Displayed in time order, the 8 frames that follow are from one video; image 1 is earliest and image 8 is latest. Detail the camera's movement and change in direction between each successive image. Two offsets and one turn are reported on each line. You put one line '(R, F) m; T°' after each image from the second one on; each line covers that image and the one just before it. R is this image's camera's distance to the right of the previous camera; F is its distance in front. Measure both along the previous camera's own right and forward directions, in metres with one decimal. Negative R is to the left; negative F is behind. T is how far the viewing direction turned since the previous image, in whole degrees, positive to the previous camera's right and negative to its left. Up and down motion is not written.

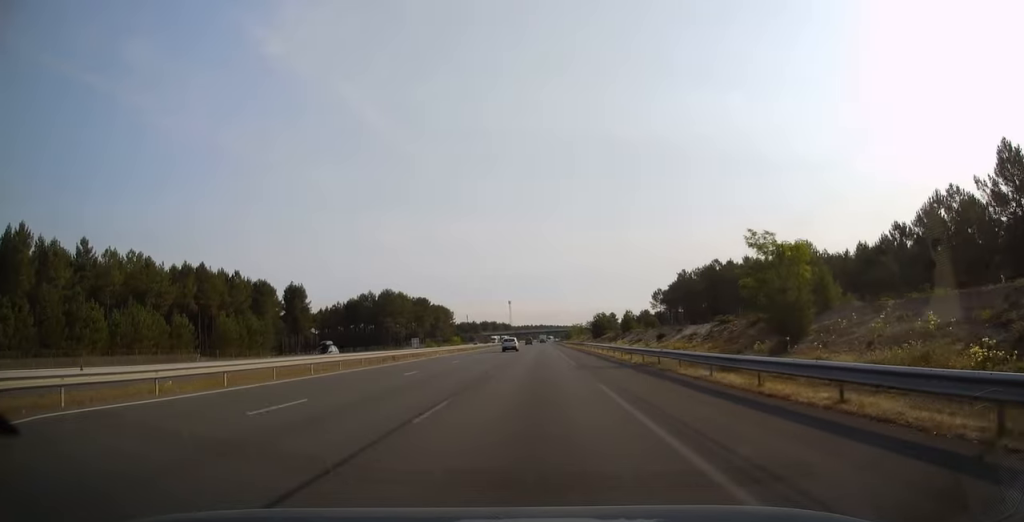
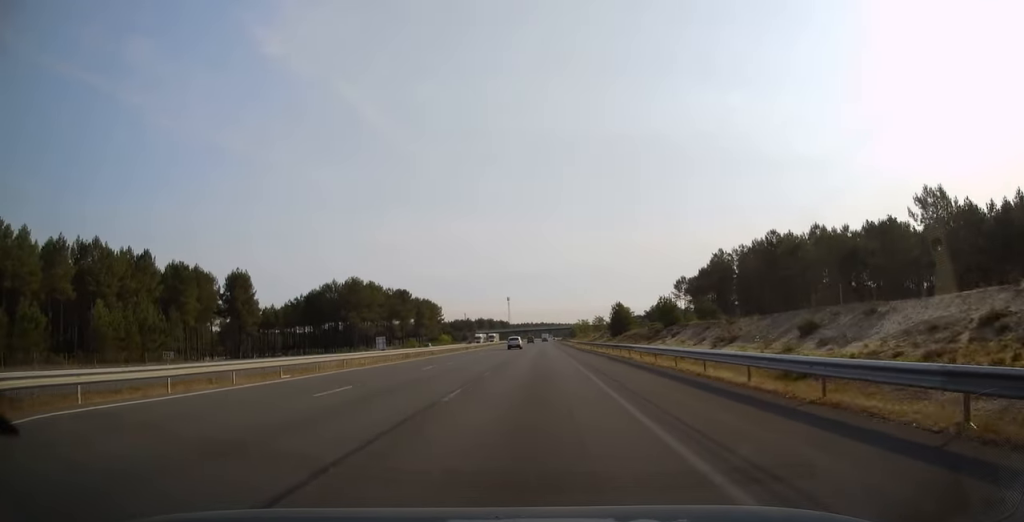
(+0.1, +35.5) m; 0°
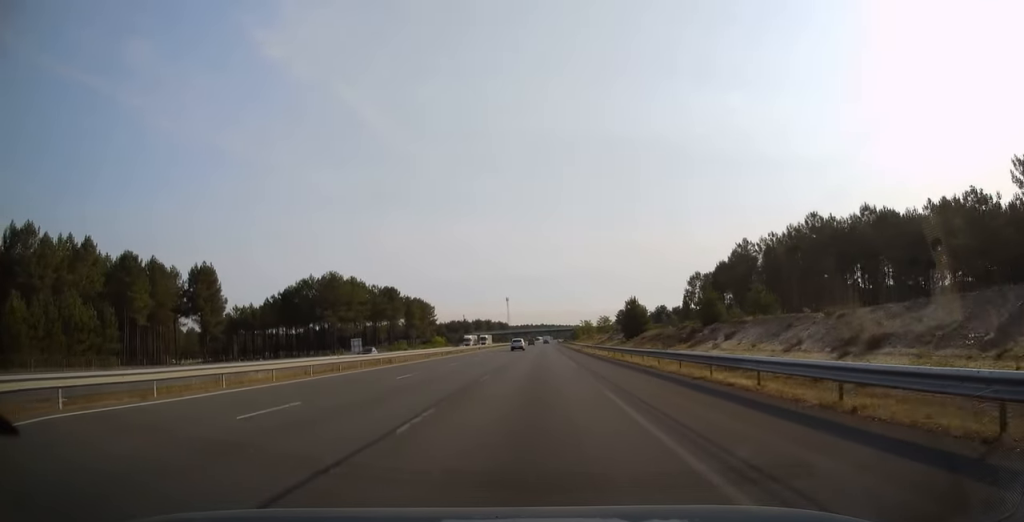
(-0.1, +16.8) m; 0°
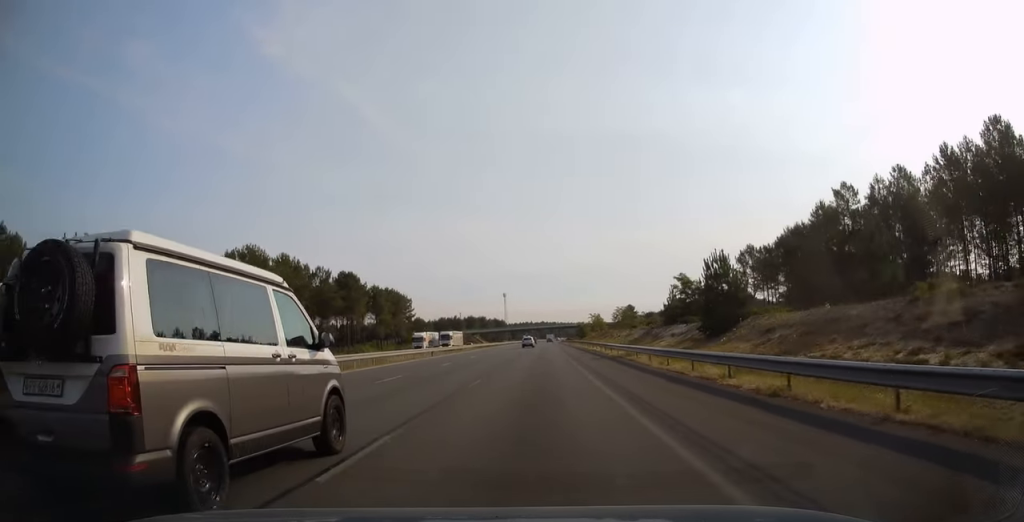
(+0.1, +41.9) m; 0°
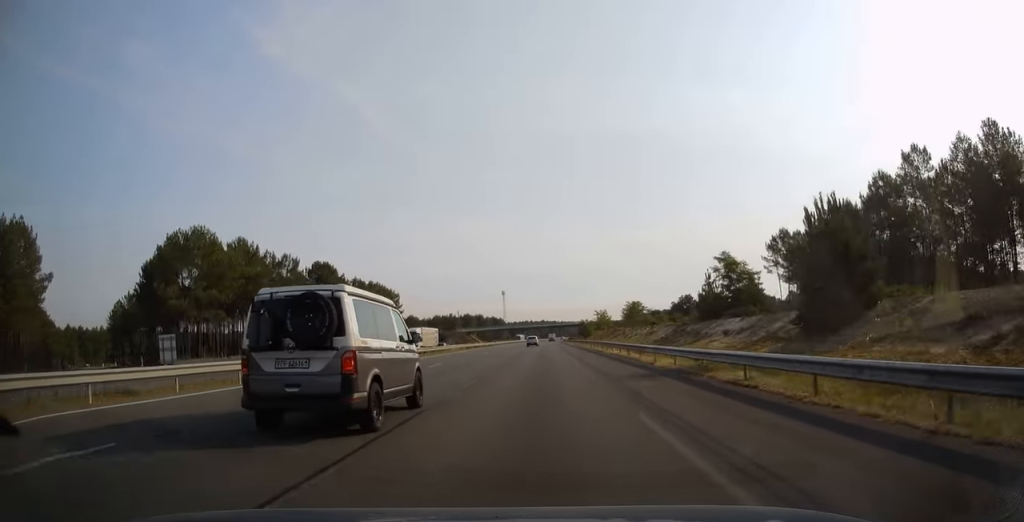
(+0.1, +17.2) m; 0°
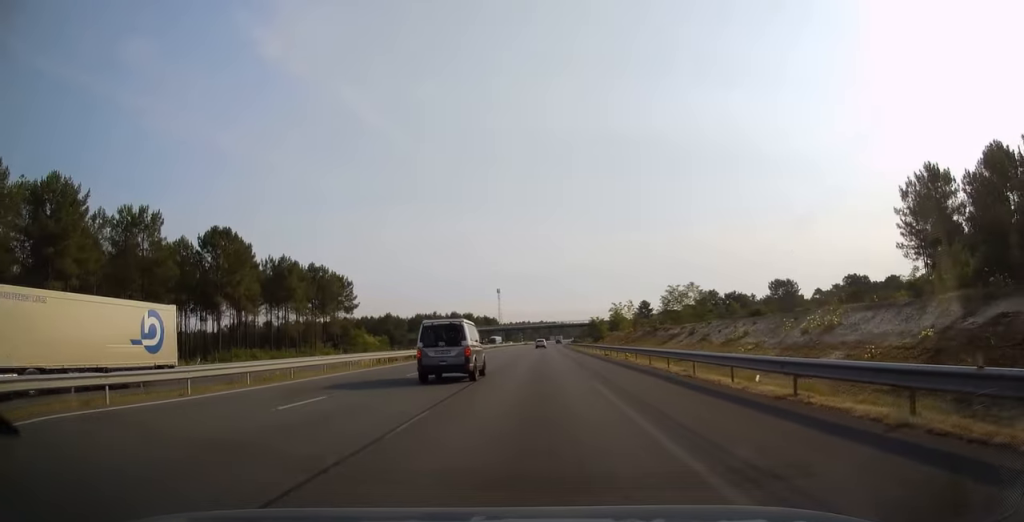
(0.0, +43.3) m; 0°
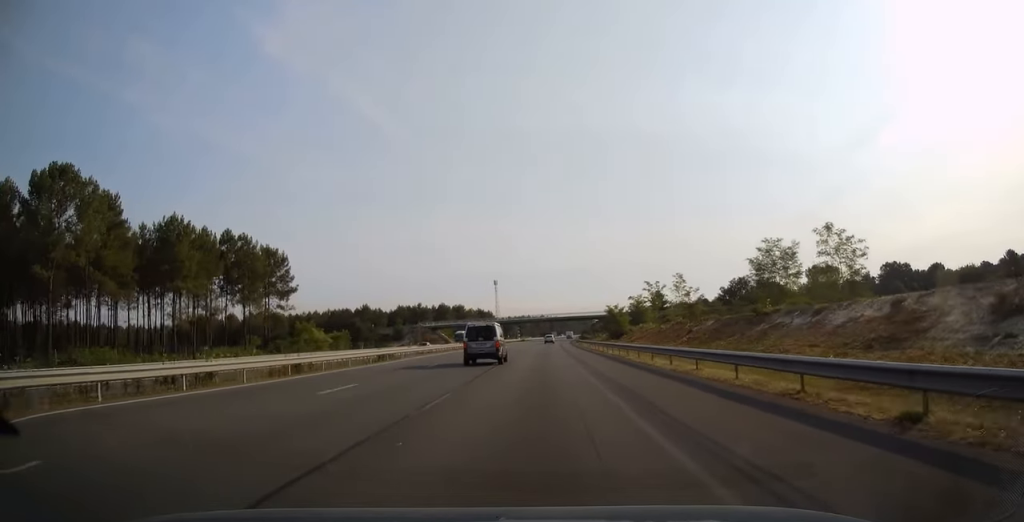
(0.0, +36.4) m; 0°
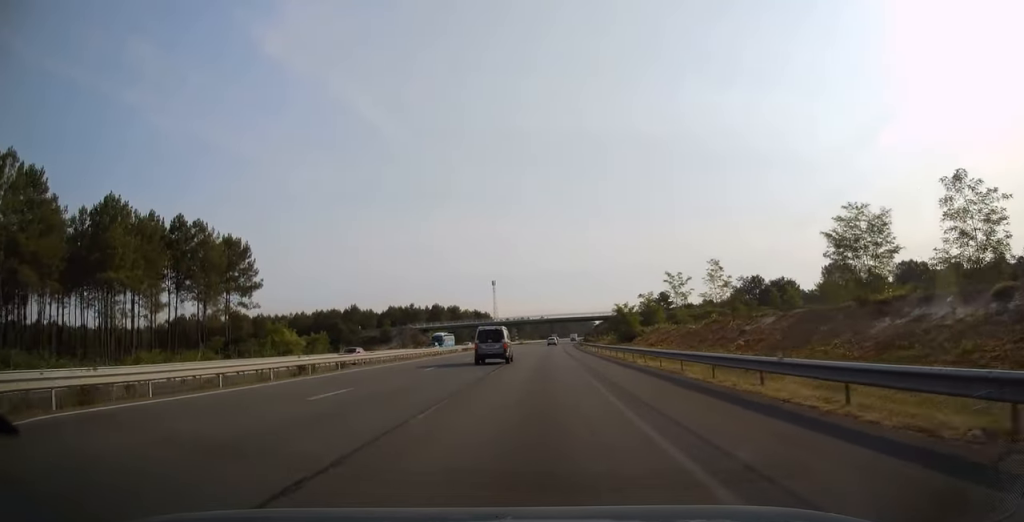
(-0.1, +13.8) m; 0°
